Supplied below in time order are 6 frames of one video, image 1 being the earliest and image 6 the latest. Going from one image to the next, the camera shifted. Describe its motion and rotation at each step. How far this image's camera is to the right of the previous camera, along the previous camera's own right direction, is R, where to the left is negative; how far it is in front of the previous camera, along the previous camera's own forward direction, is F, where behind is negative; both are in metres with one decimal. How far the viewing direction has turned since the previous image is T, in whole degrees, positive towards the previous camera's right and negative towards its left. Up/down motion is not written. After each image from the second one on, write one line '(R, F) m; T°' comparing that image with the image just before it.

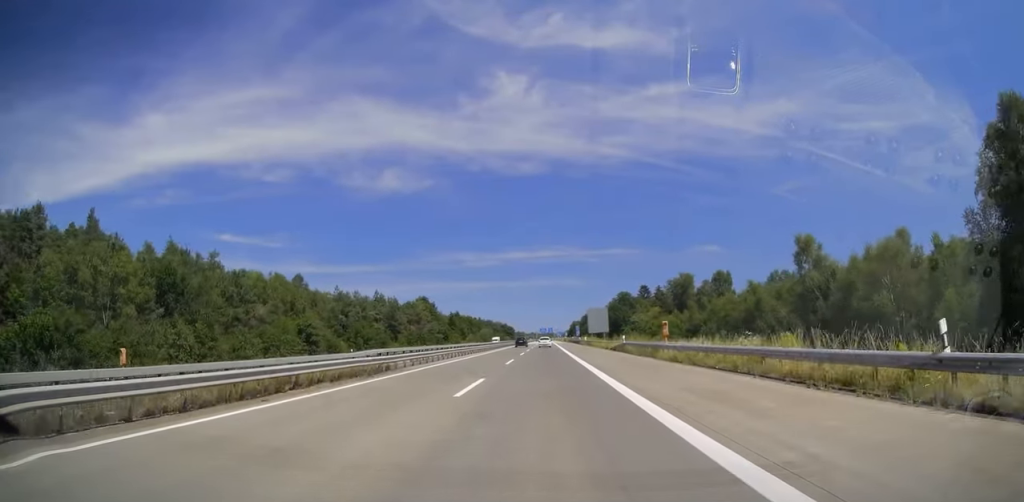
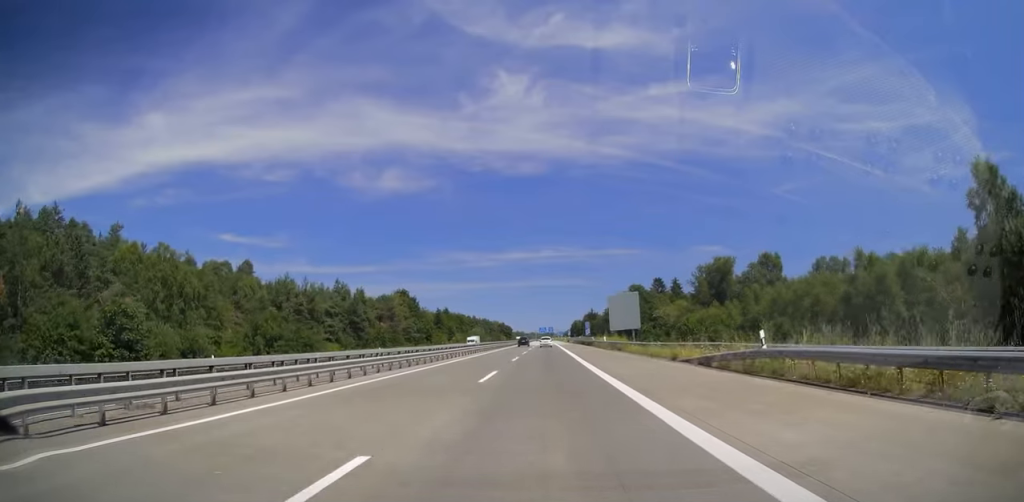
(-0.1, +31.5) m; -1°
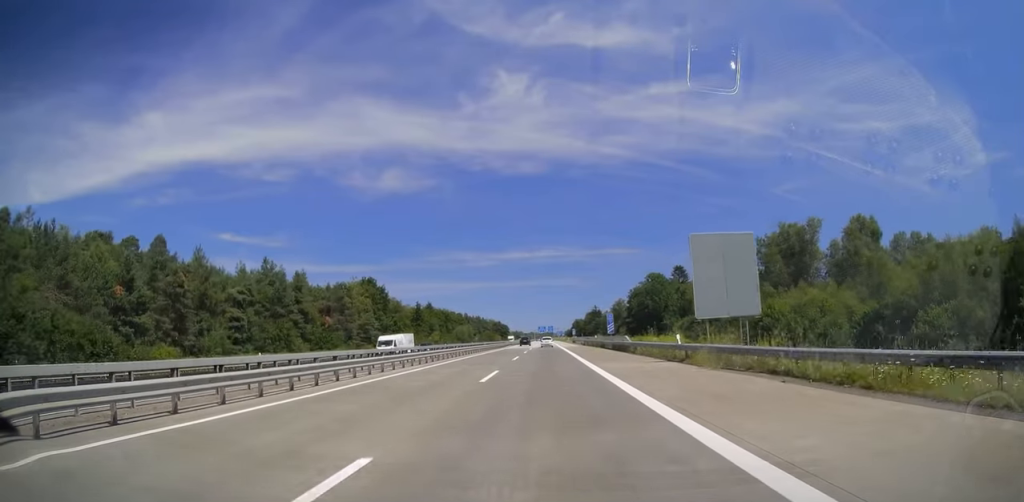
(-0.1, +36.0) m; 0°
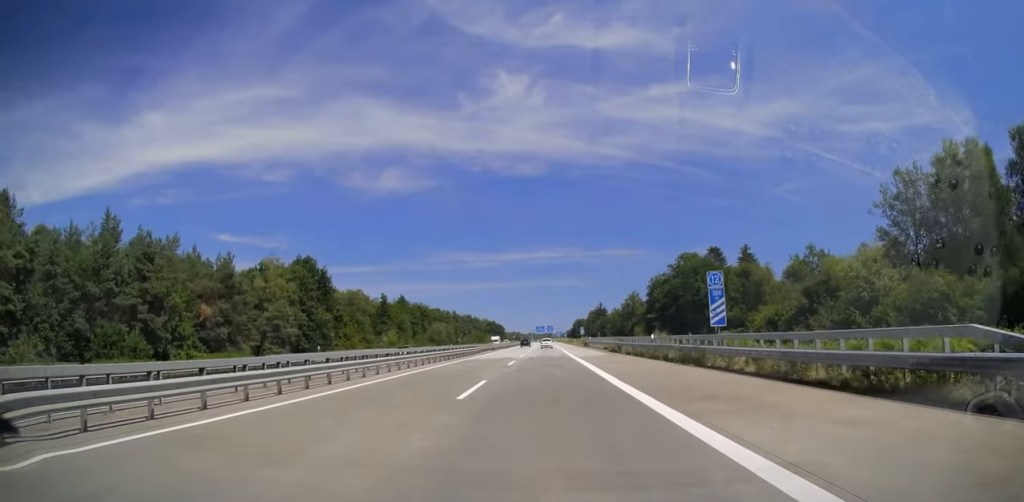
(+0.3, +40.8) m; 0°
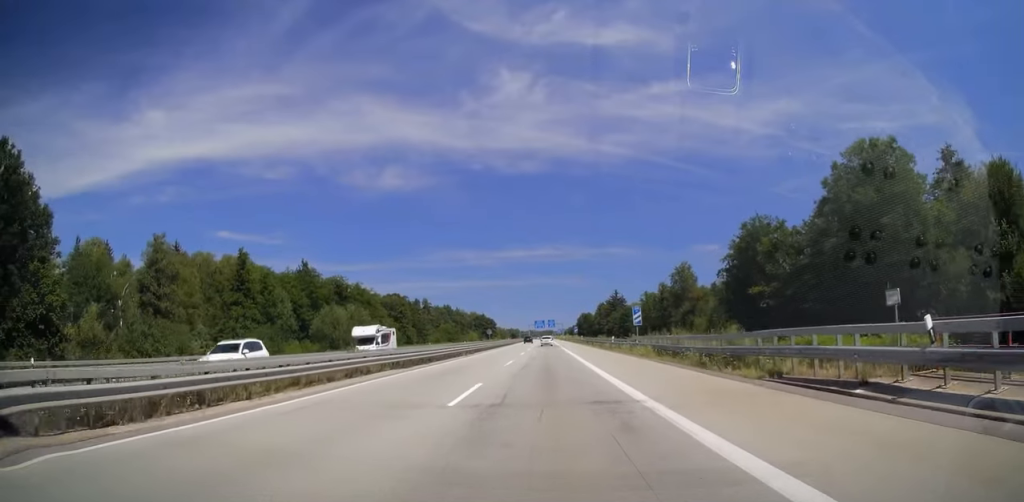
(+0.1, +74.8) m; 0°
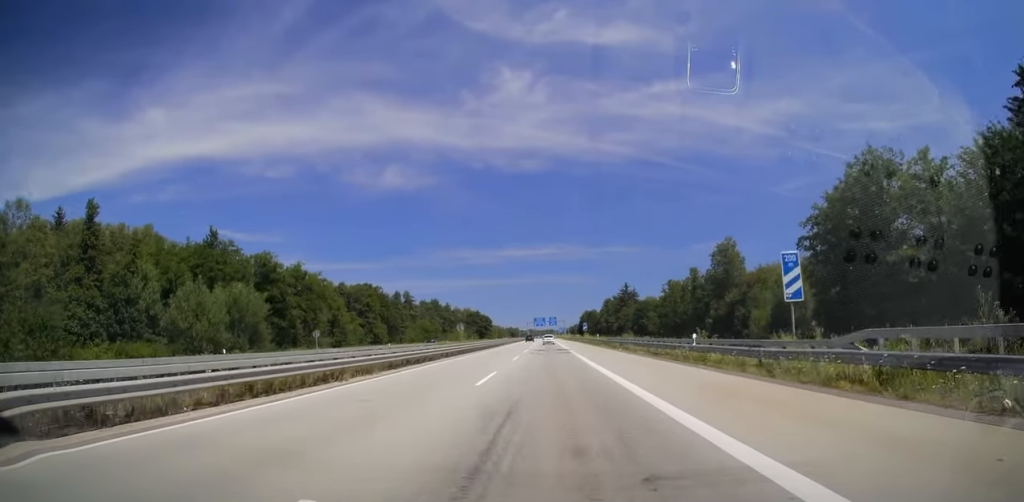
(-0.2, +32.0) m; 0°
